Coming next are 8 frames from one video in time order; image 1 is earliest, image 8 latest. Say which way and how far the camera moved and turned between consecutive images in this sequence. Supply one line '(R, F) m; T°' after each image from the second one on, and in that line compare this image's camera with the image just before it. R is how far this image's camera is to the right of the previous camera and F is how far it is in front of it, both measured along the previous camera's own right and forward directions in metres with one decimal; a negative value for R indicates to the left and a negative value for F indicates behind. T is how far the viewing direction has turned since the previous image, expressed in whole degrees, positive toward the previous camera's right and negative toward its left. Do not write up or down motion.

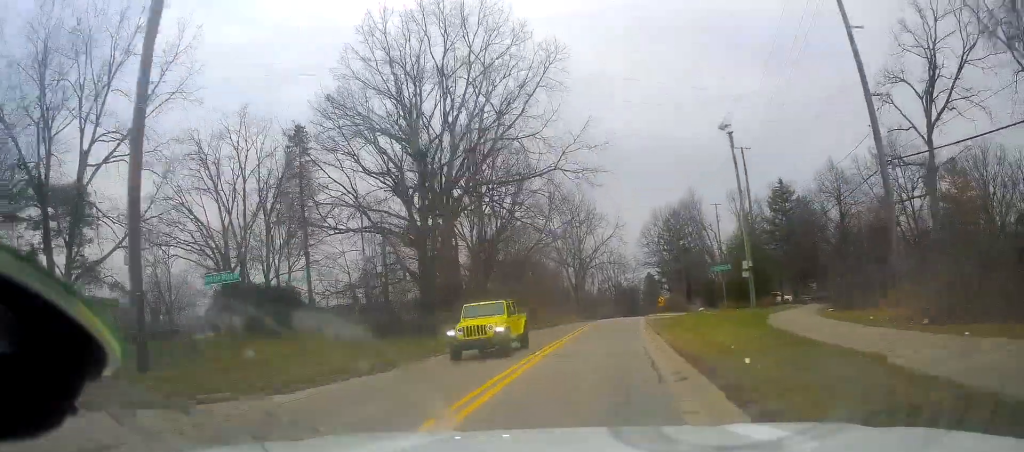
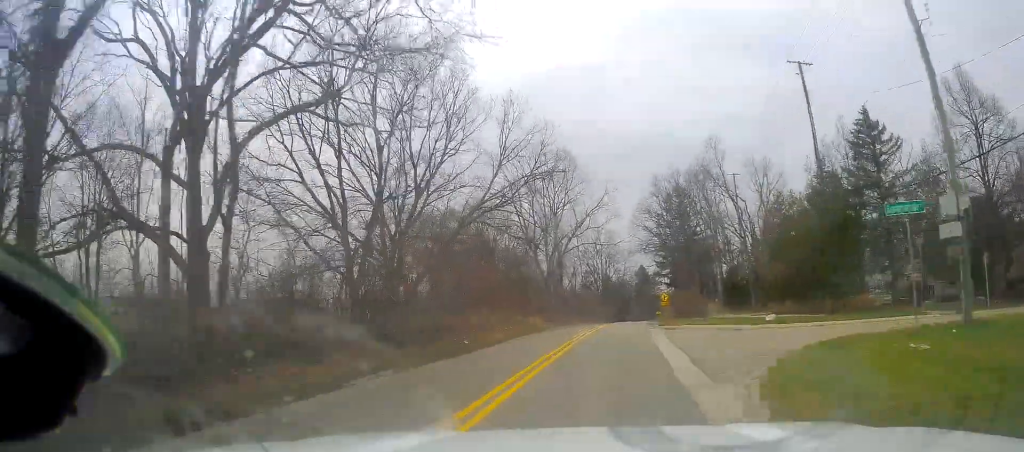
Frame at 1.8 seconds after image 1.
(-0.5, +27.6) m; 0°
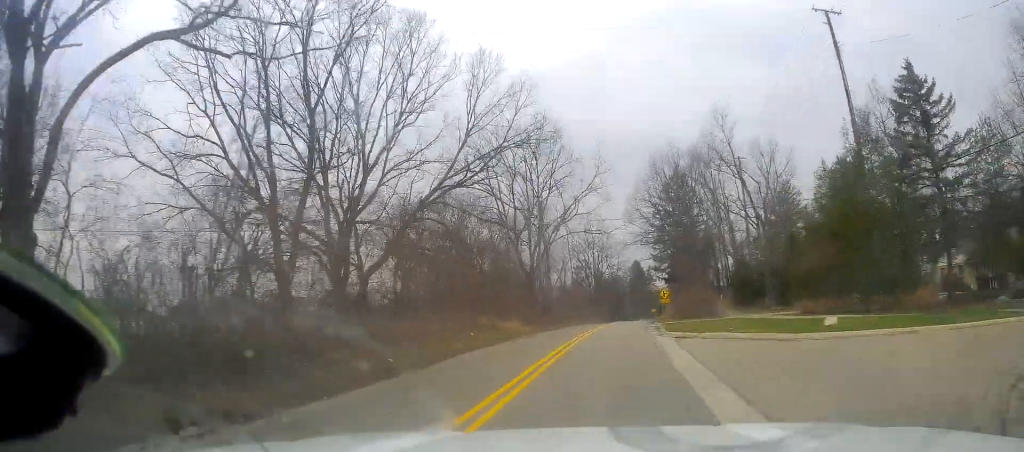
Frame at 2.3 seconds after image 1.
(-0.2, +9.0) m; +2°
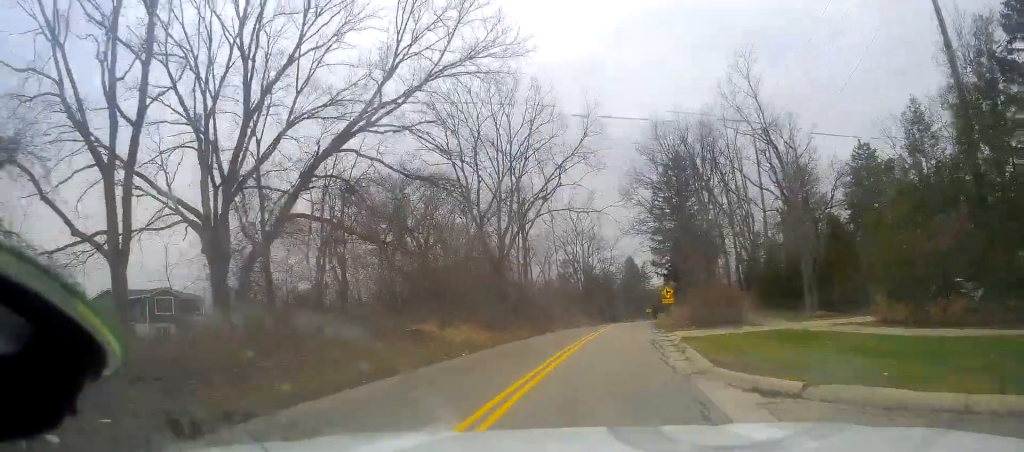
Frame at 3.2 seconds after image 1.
(+0.8, +13.3) m; +2°
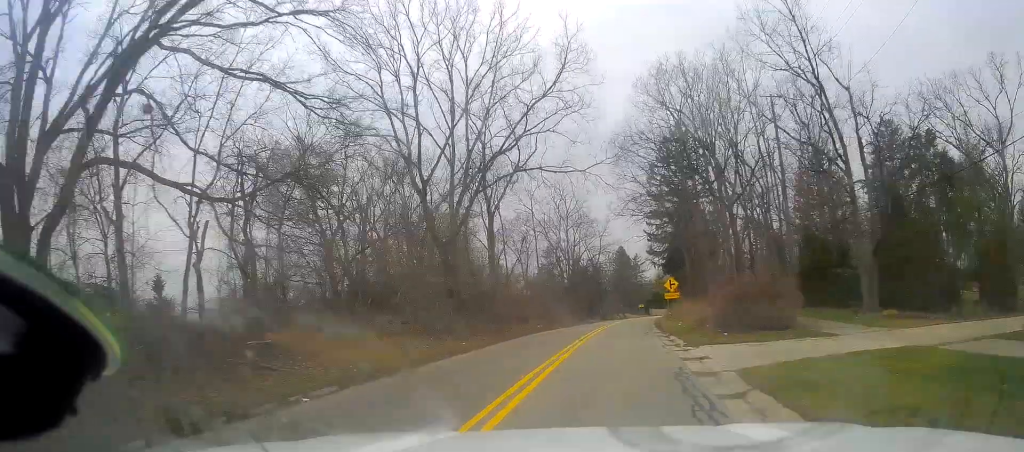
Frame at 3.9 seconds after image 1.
(-0.1, +12.2) m; 0°
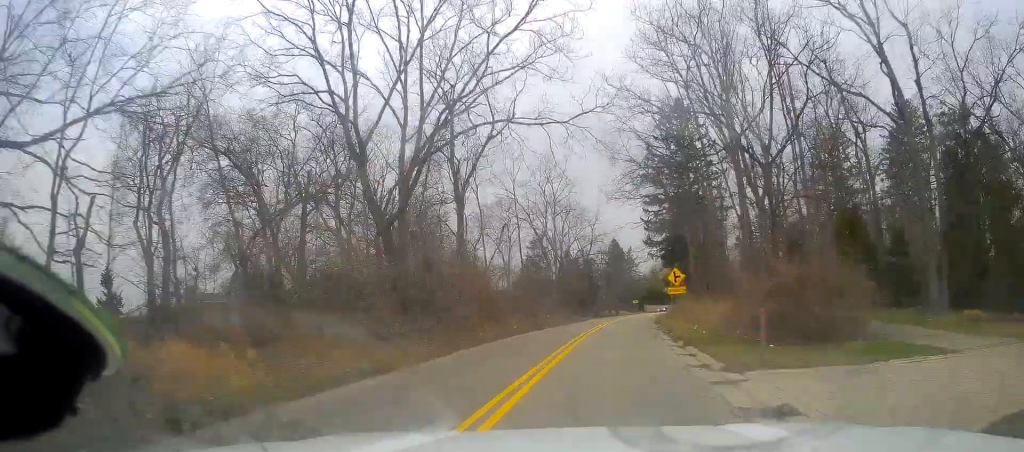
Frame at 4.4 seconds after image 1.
(-0.2, +8.0) m; 0°
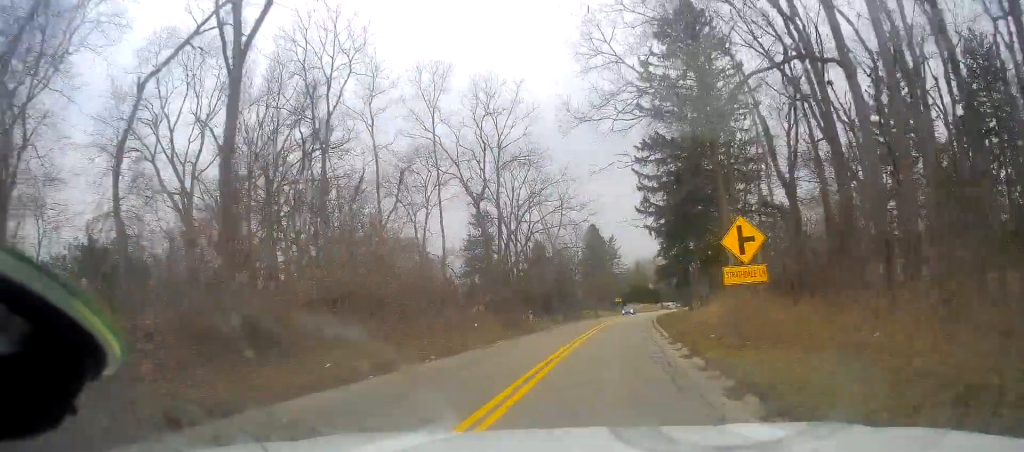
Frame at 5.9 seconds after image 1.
(+0.6, +24.0) m; +2°
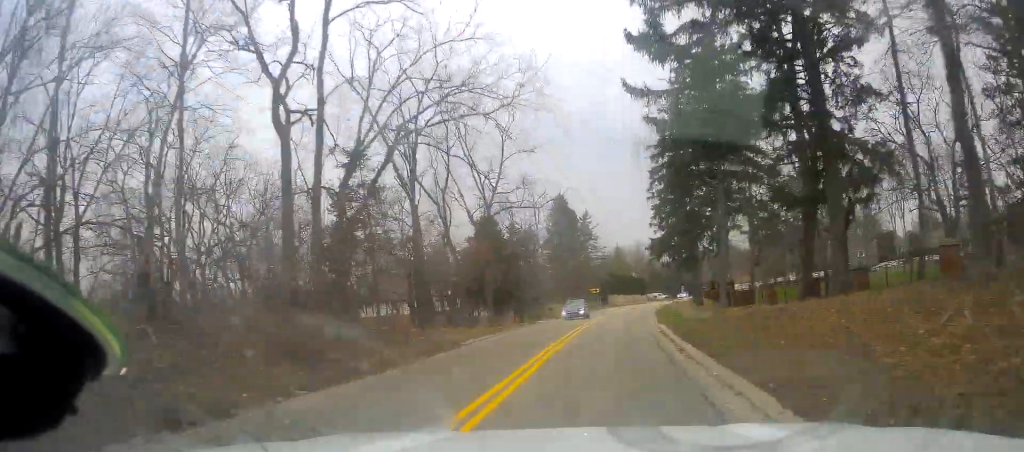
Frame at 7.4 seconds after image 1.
(+0.2, +24.7) m; +2°
